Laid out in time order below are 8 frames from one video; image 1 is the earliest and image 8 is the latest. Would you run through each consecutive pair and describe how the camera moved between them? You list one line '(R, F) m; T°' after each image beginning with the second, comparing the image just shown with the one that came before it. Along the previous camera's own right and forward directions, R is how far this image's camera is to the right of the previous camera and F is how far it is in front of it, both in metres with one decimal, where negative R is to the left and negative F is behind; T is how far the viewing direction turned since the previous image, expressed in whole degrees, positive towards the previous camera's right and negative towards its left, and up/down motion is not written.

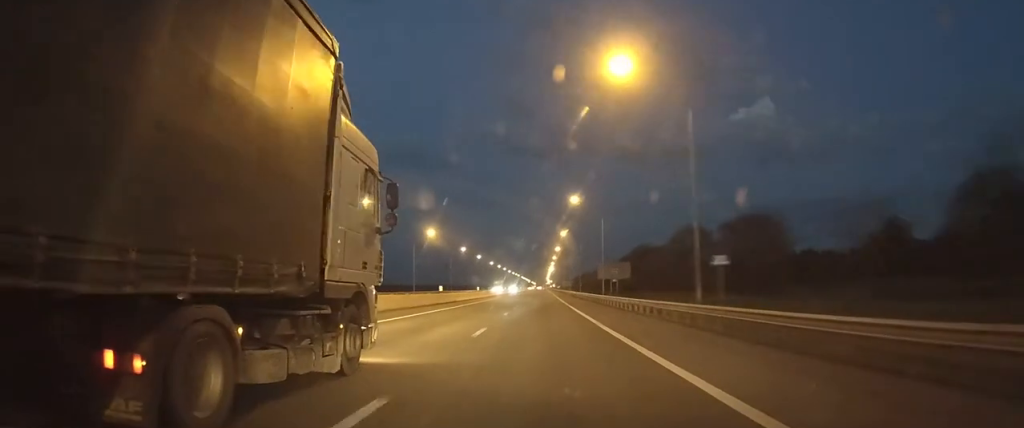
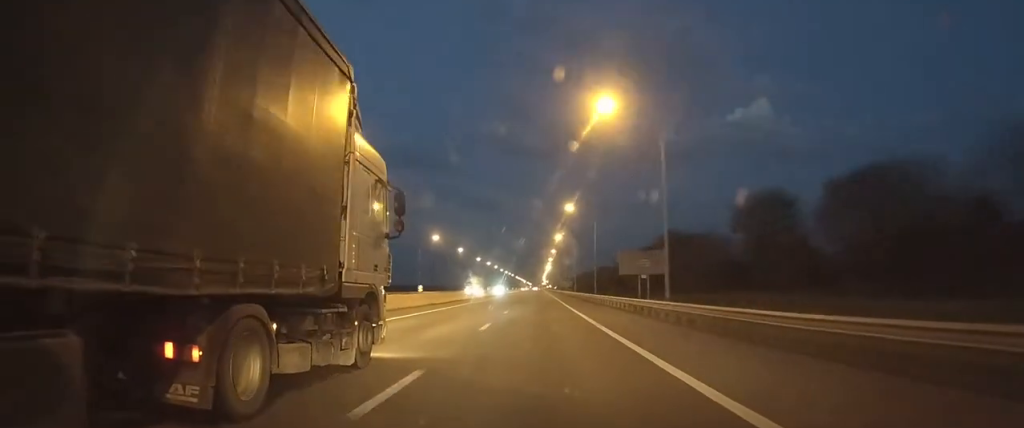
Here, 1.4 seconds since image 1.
(+0.1, +25.0) m; 0°
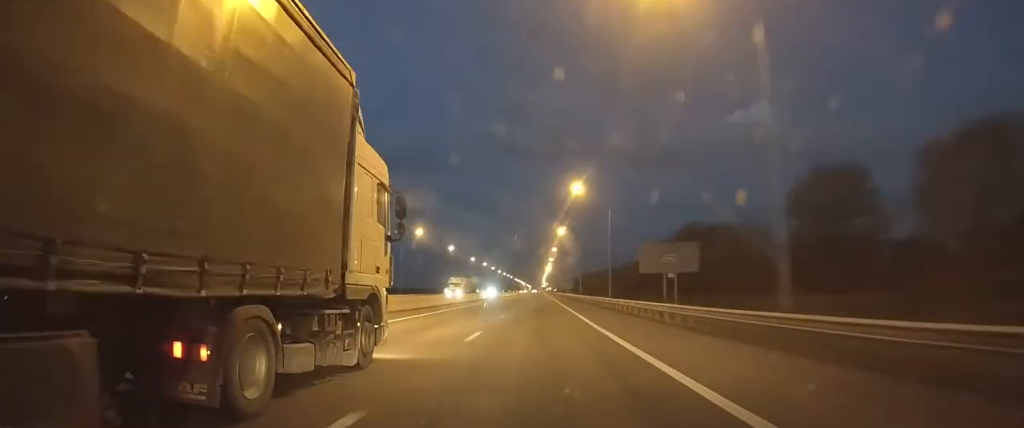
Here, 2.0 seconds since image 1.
(0.0, +12.2) m; 0°
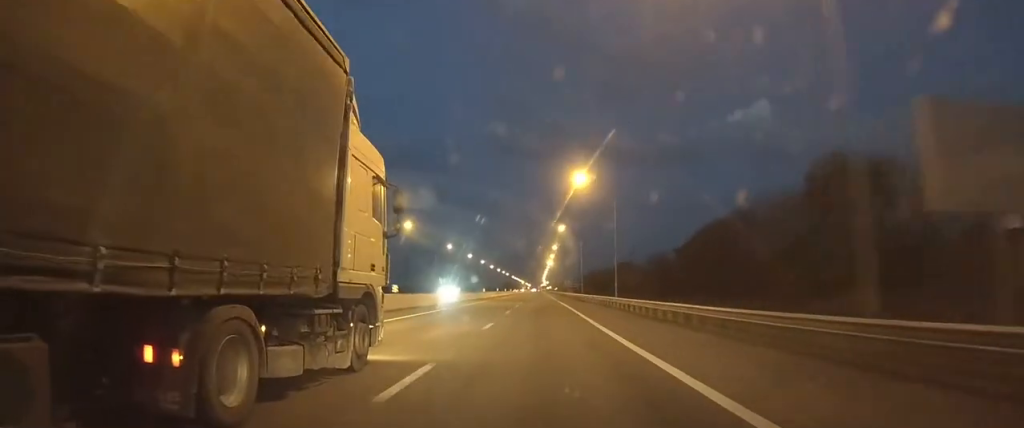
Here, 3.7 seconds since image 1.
(+0.1, +46.6) m; 0°
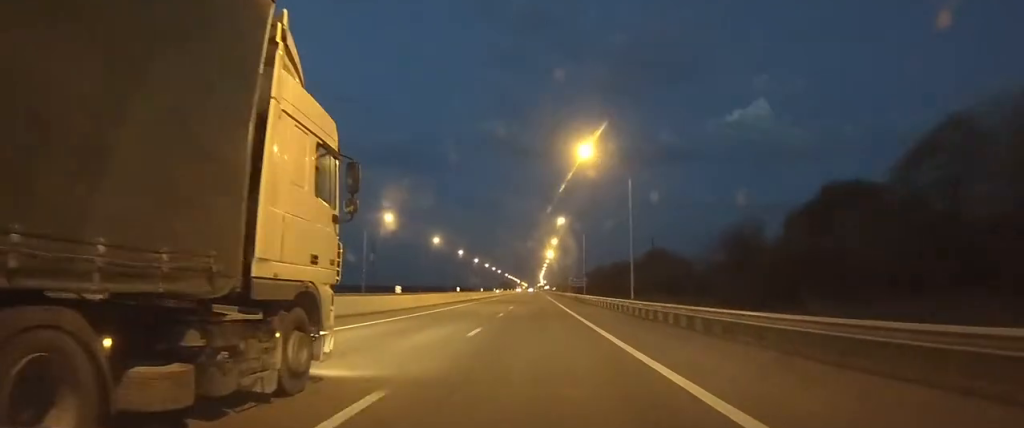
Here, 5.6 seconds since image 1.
(0.0, +63.0) m; 0°
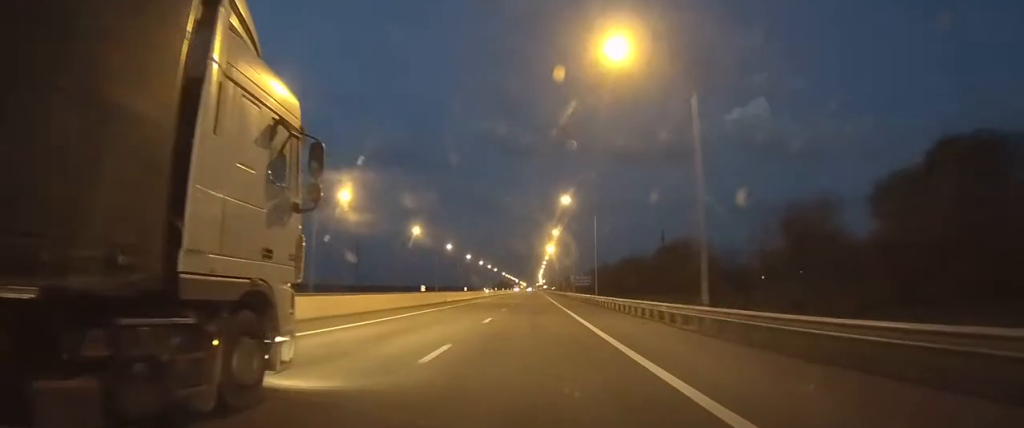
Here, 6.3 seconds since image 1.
(0.0, +19.6) m; 0°
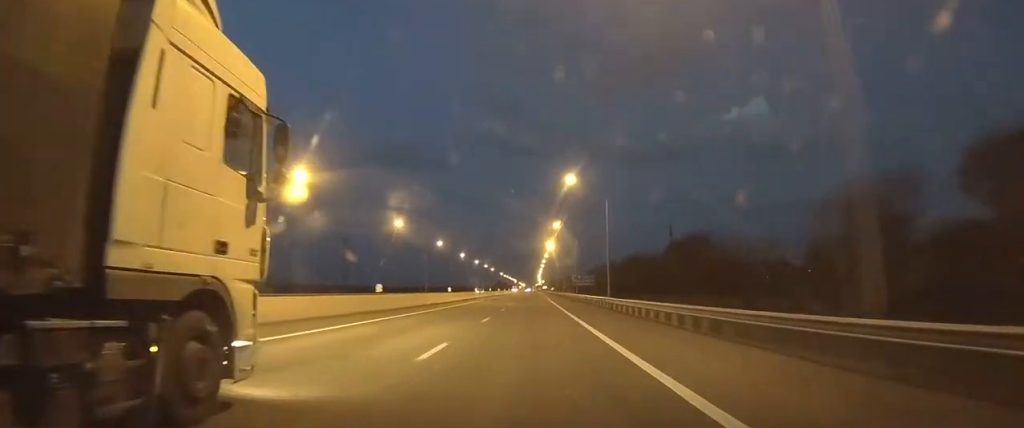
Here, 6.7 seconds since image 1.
(0.0, +12.3) m; 0°
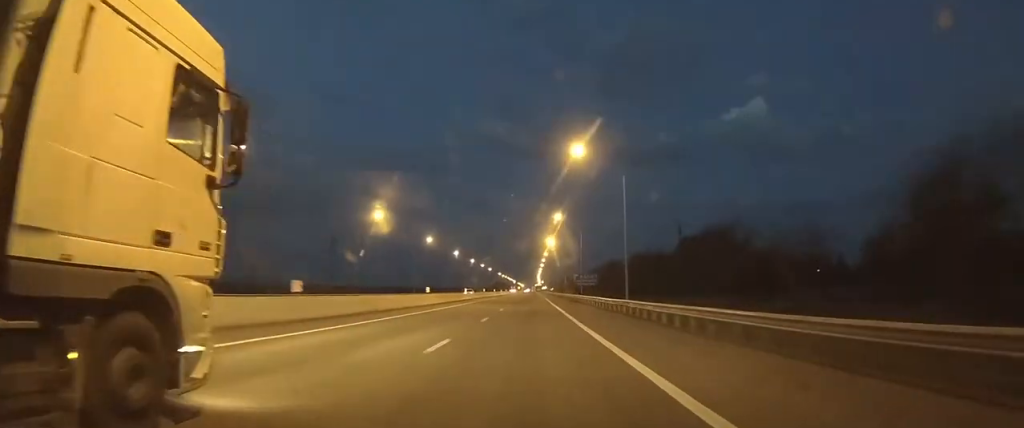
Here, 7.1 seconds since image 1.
(0.0, +10.0) m; 0°
